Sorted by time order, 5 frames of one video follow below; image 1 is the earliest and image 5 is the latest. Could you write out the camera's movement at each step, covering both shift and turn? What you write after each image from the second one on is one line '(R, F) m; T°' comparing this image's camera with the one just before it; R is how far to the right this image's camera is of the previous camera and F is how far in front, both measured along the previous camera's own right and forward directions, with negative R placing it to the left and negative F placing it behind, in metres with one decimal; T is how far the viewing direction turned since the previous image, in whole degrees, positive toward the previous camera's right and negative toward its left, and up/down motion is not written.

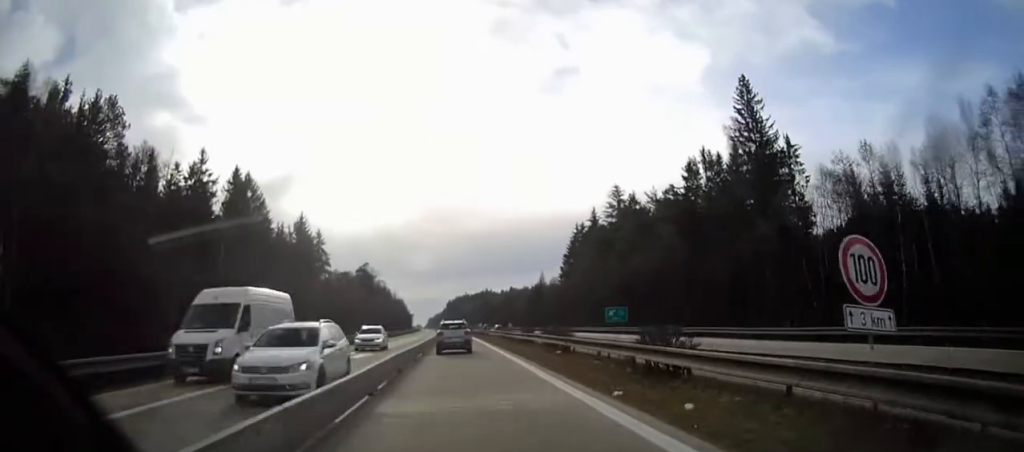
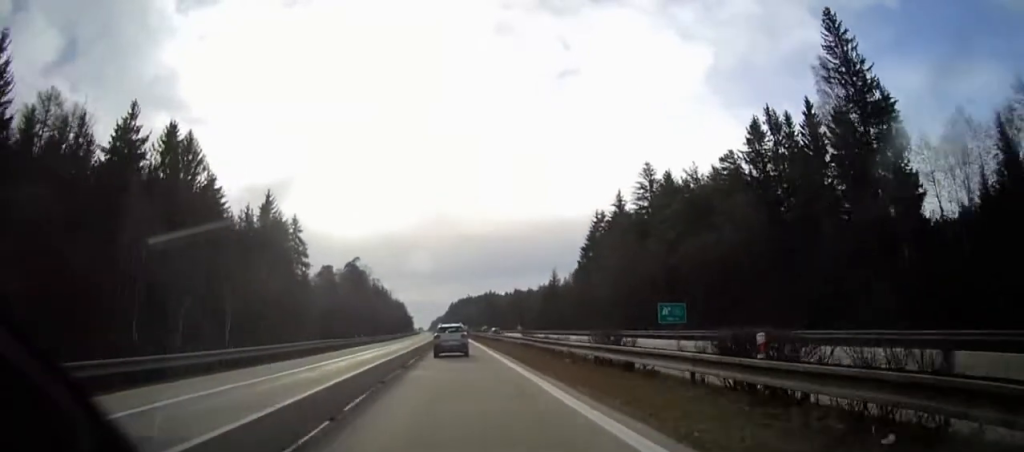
(-0.1, +20.7) m; 0°
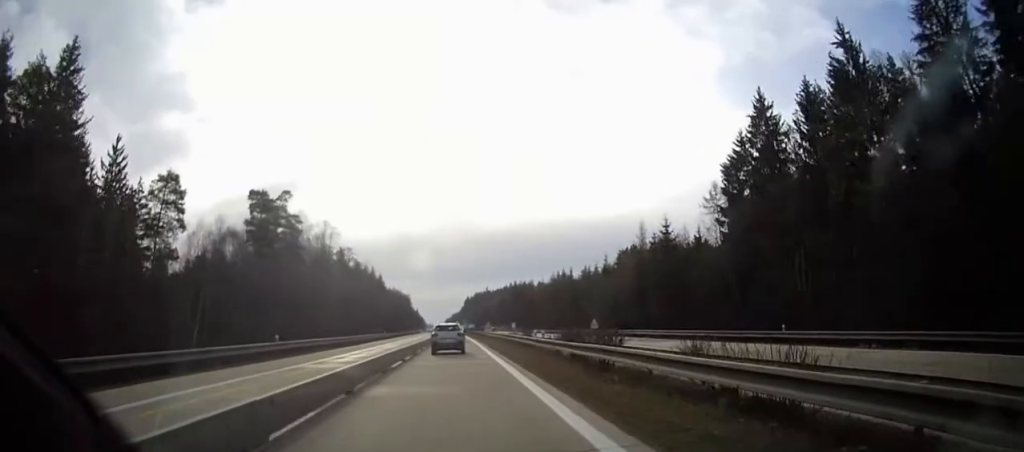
(-1.3, +73.8) m; -2°
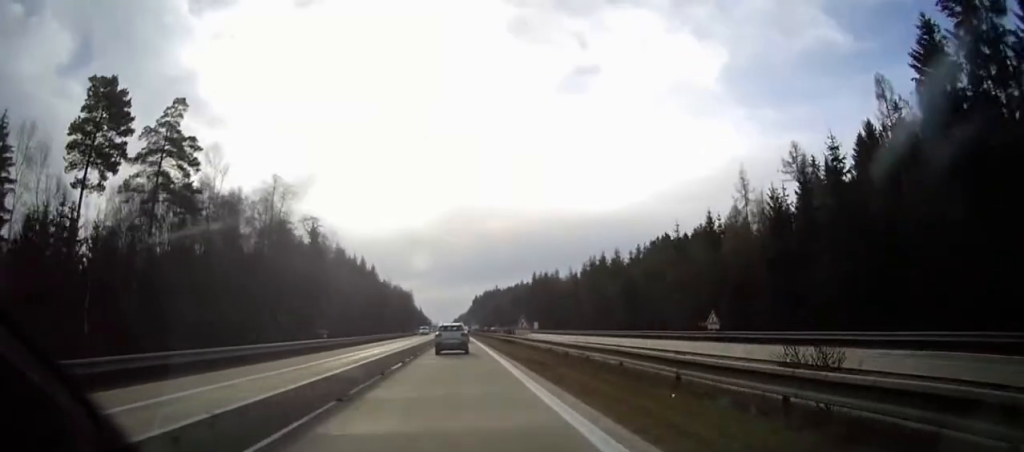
(-0.3, +36.6) m; -1°
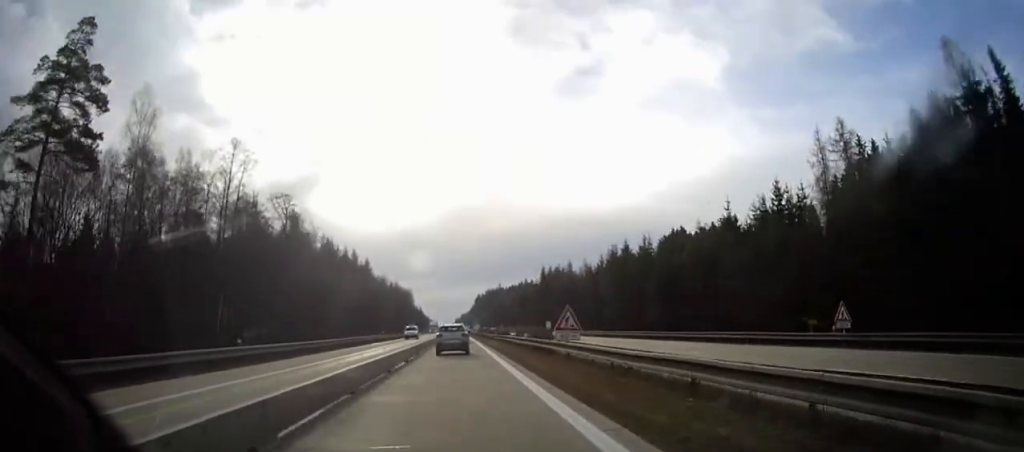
(-0.2, +16.4) m; 0°
